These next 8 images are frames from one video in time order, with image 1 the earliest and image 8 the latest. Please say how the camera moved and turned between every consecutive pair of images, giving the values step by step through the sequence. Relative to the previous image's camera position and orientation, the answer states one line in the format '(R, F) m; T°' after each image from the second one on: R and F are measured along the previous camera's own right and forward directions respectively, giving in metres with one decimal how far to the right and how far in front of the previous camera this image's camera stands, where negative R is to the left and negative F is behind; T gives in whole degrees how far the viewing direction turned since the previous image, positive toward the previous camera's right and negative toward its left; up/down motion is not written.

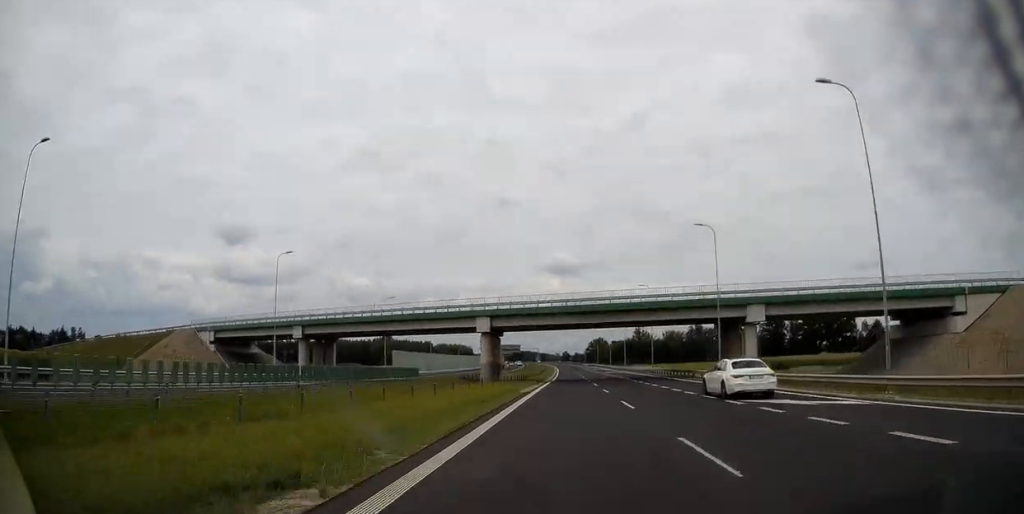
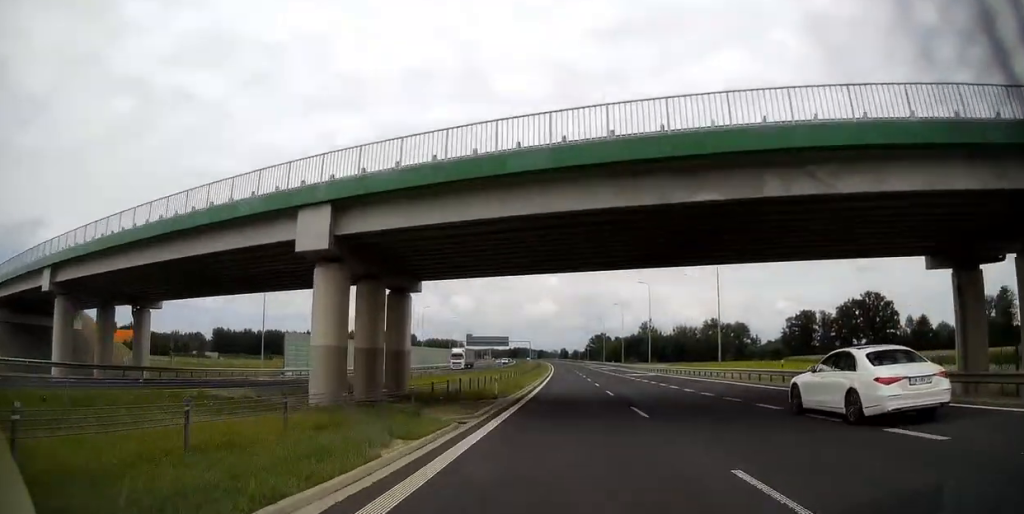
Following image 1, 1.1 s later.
(0.0, +38.1) m; 0°
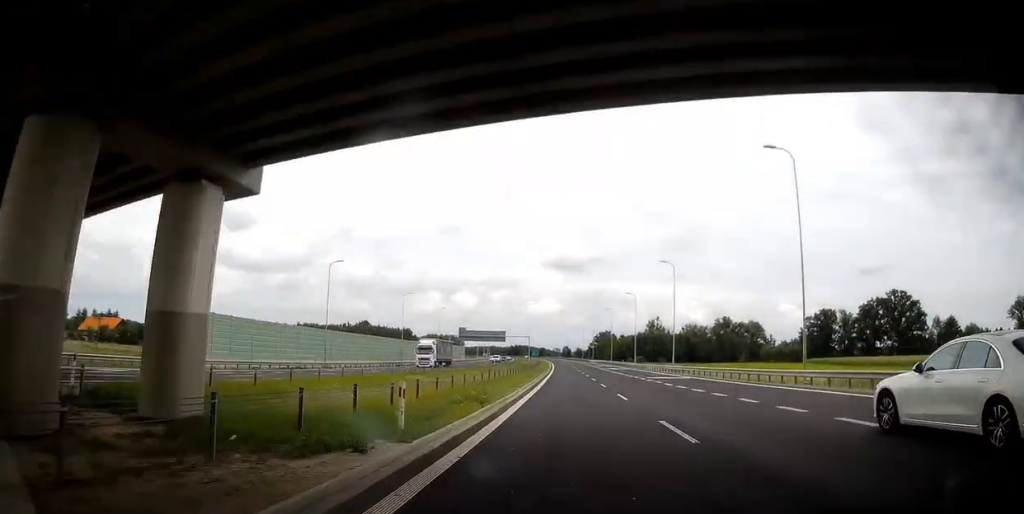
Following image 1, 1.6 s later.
(0.0, +17.3) m; 0°
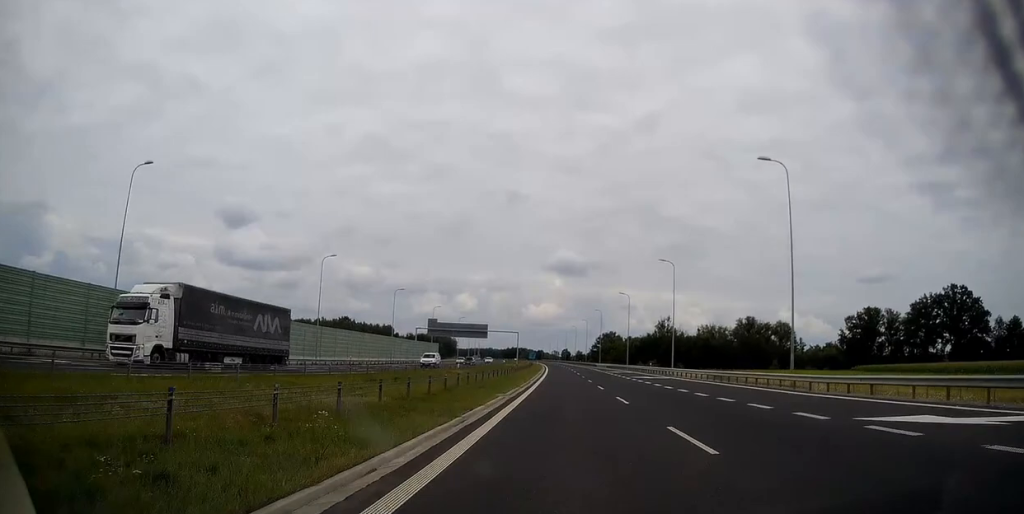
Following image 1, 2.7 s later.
(0.0, +37.1) m; 0°
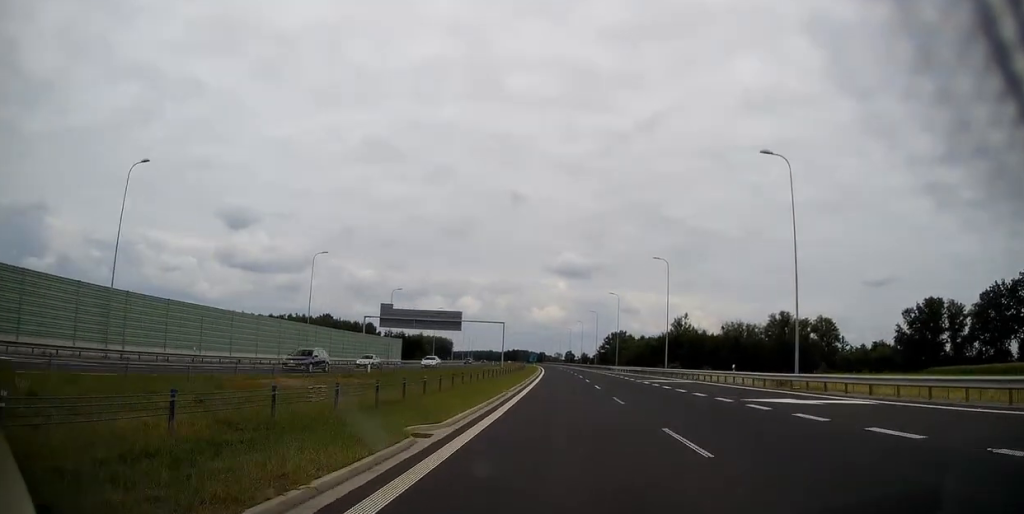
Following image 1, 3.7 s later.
(-0.1, +36.0) m; 0°
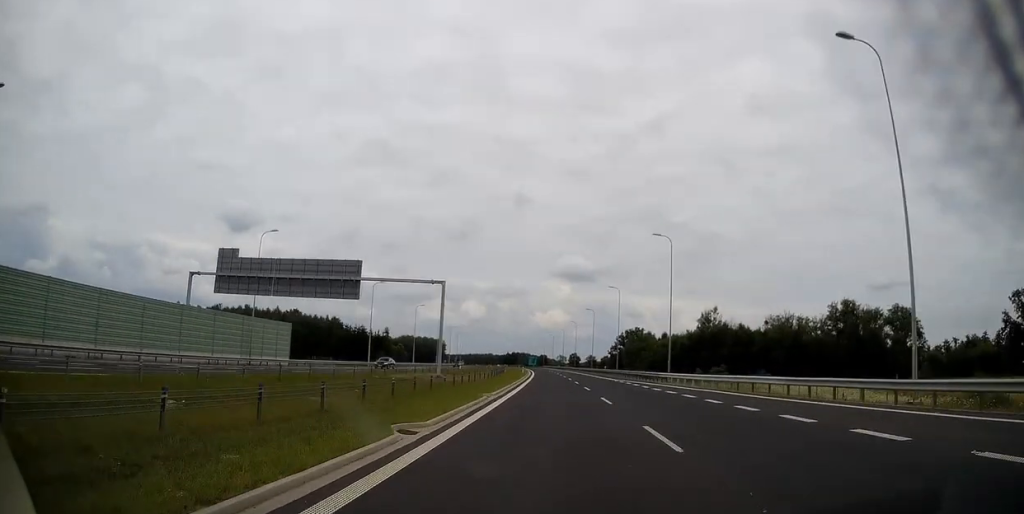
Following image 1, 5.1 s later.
(-0.1, +47.7) m; 0°
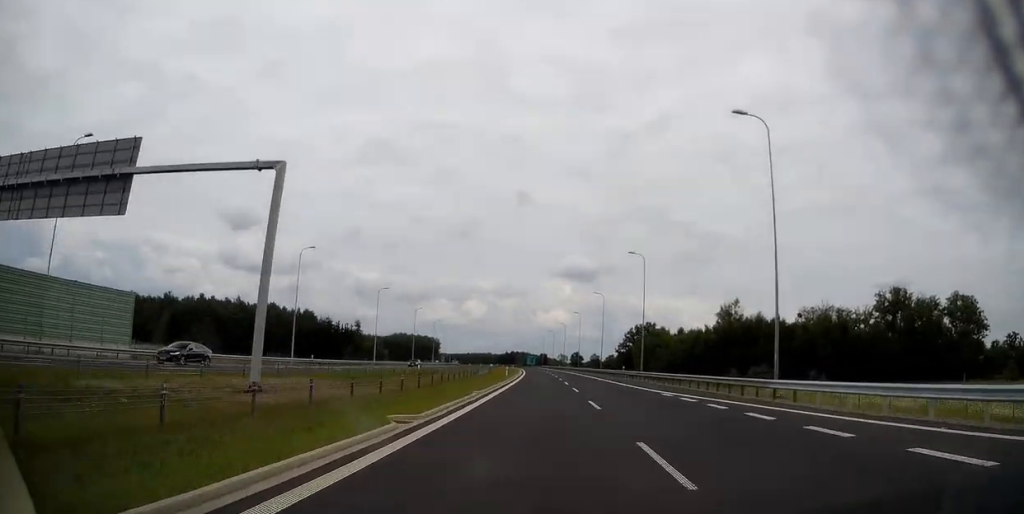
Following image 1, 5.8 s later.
(0.0, +26.7) m; 0°
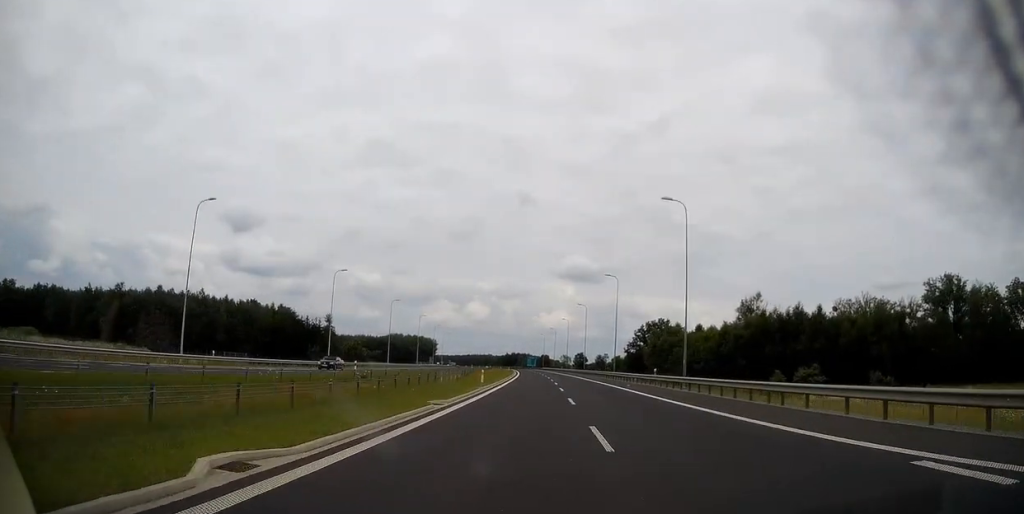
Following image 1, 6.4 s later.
(-0.1, +20.8) m; 0°
